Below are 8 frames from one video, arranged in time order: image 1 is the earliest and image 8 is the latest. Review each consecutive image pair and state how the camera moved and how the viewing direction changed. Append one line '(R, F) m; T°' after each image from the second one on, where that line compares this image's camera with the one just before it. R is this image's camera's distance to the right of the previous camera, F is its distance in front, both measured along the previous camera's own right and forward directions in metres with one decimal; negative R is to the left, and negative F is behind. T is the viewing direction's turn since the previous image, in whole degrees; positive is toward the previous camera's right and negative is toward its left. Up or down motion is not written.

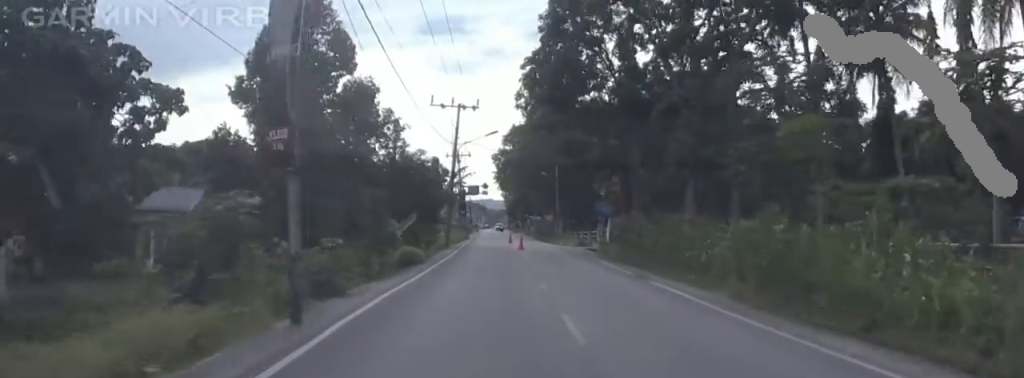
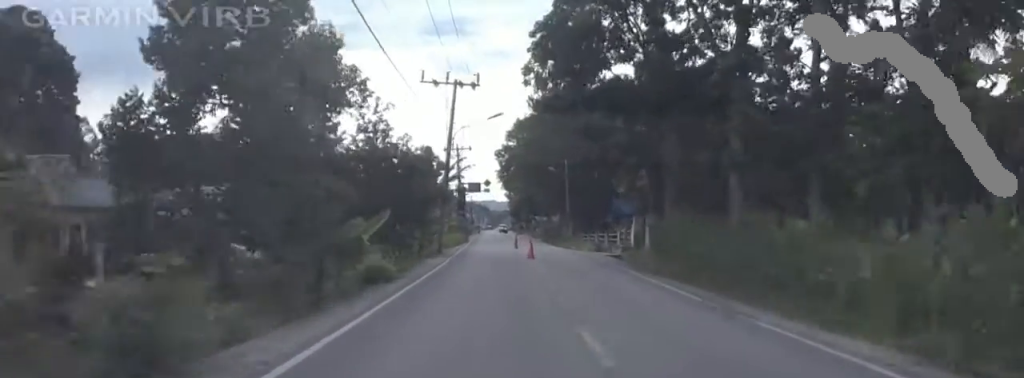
(-0.8, +9.5) m; +2°
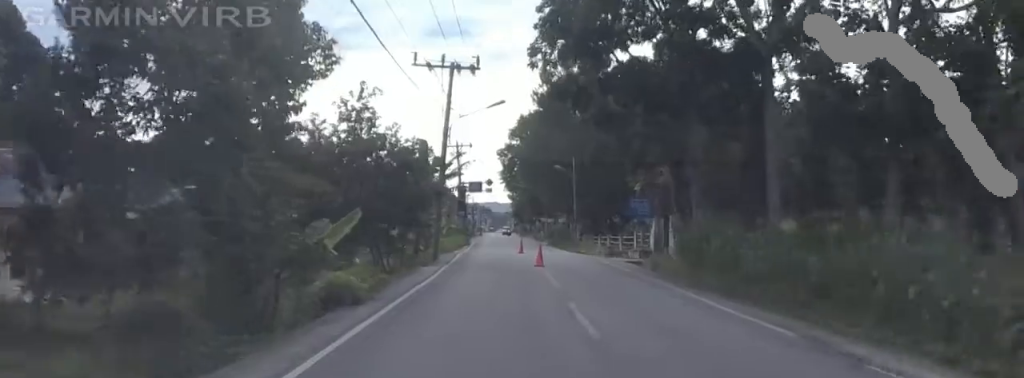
(-0.3, +5.5) m; +1°
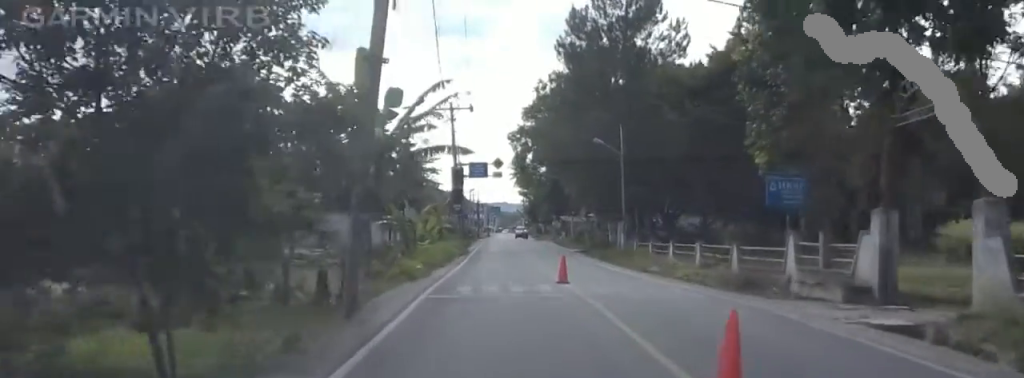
(0.0, +24.8) m; -3°
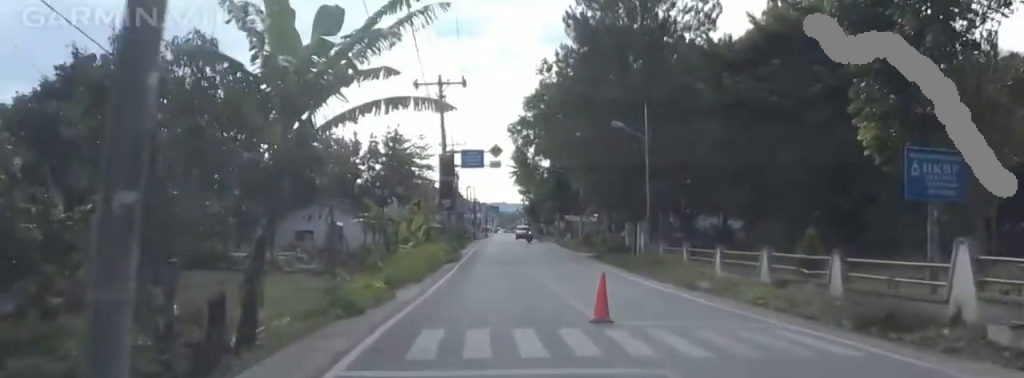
(+0.5, +9.5) m; +2°
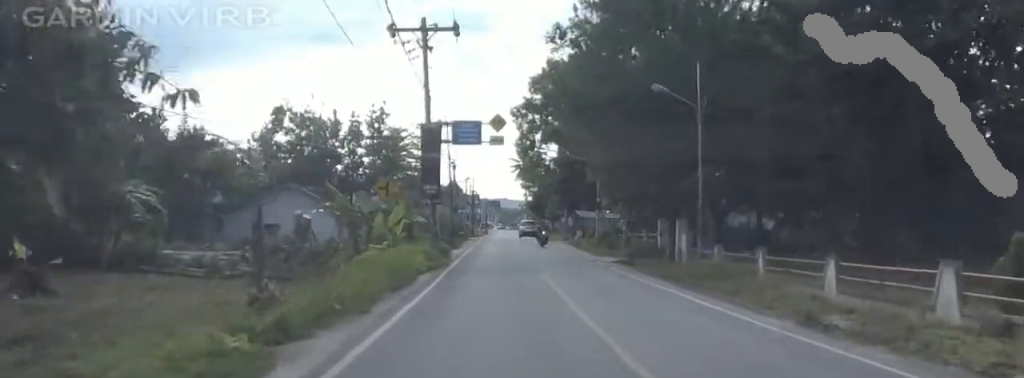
(+0.3, +11.2) m; +2°
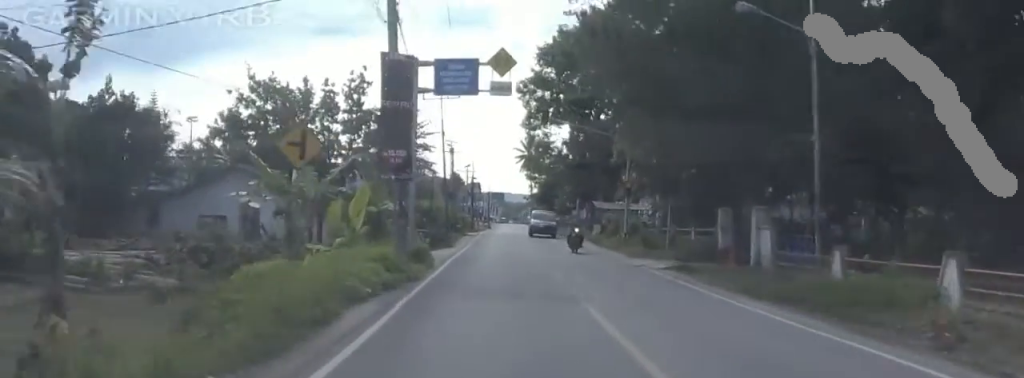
(-0.1, +11.8) m; 0°
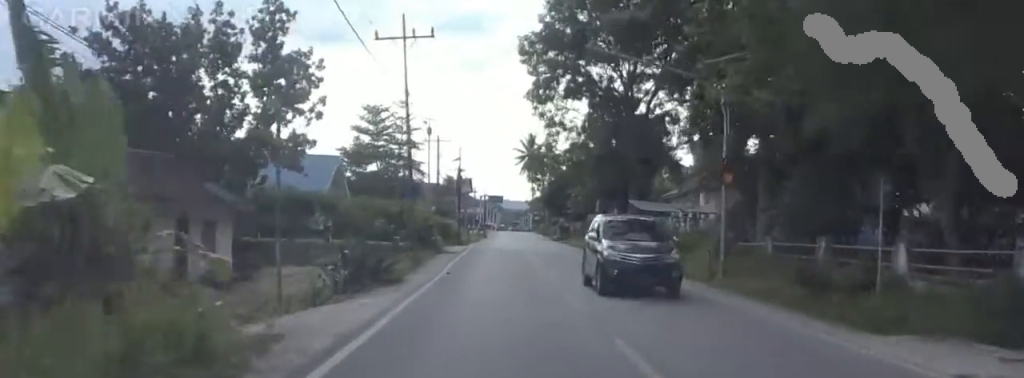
(+0.4, +21.4) m; -2°
